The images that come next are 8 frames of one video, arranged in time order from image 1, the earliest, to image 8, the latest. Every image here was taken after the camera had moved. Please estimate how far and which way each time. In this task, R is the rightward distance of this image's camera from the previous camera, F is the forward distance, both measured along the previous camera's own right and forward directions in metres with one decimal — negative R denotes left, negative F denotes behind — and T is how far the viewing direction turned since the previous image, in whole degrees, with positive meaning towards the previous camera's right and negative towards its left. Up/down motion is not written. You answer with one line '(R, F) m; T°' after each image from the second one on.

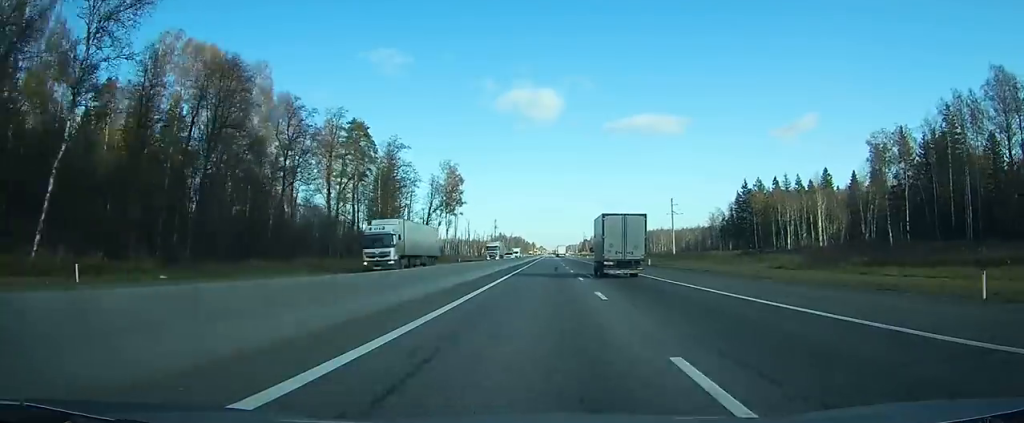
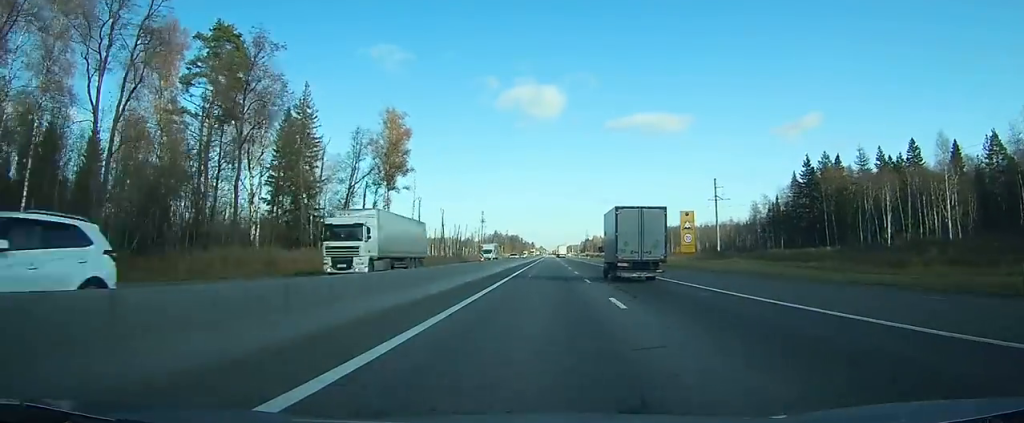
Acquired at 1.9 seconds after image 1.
(-0.2, +51.2) m; 0°
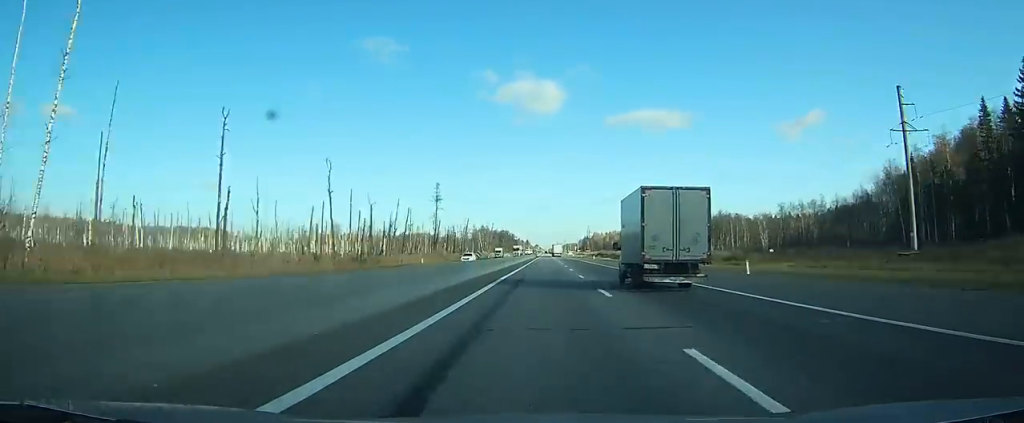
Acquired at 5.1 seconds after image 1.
(+0.2, +83.1) m; 0°
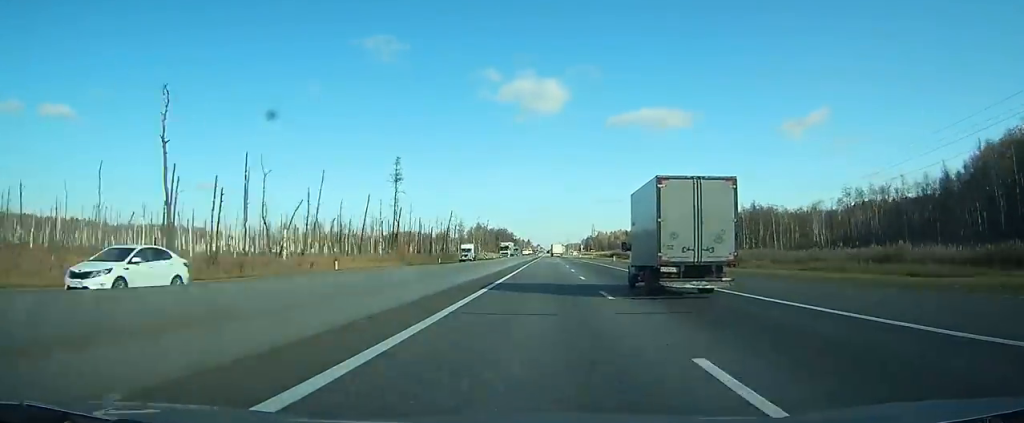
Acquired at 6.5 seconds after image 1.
(+0.1, +36.8) m; 0°
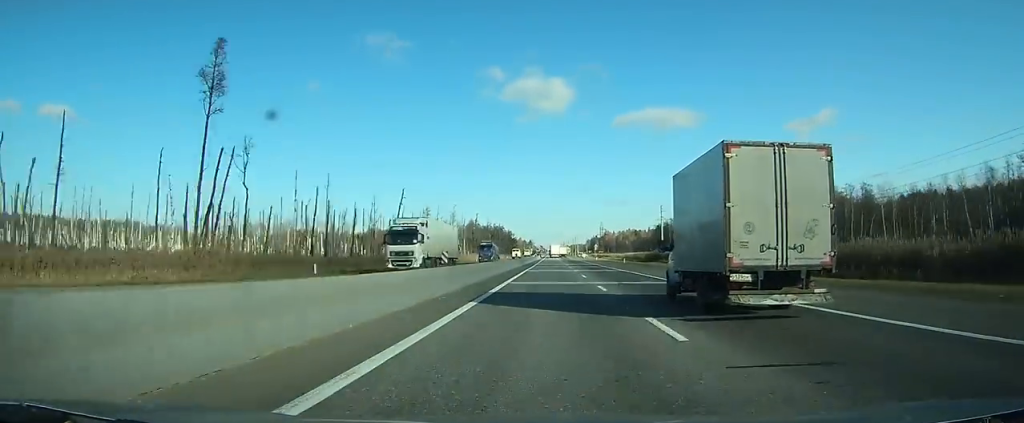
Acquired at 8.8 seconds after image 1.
(-0.2, +53.2) m; 0°
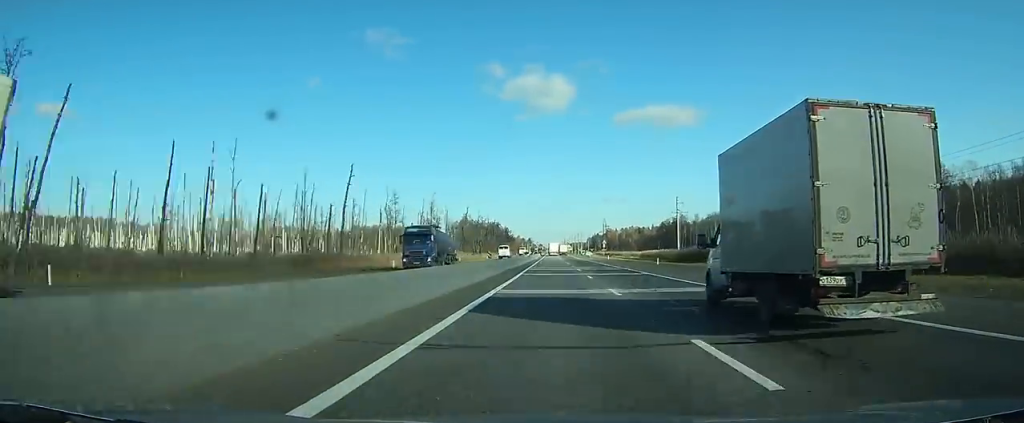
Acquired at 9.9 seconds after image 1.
(0.0, +25.6) m; 0°
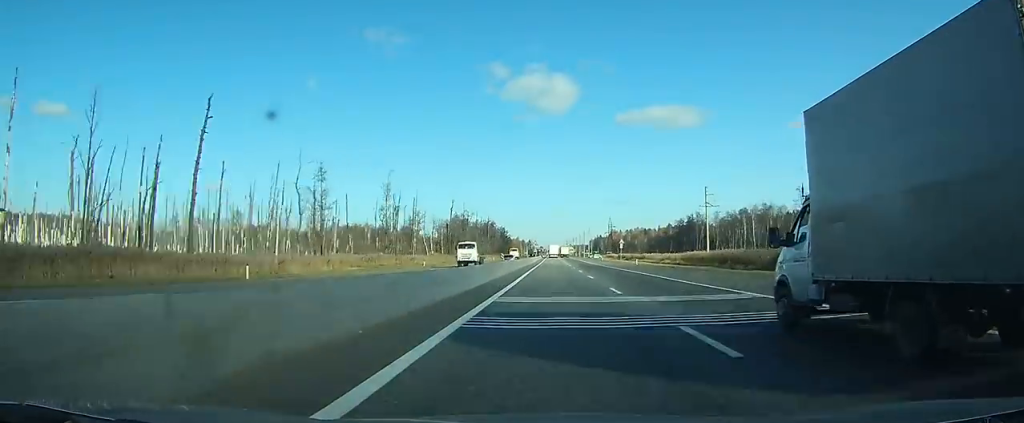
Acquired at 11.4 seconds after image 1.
(0.0, +34.0) m; 0°
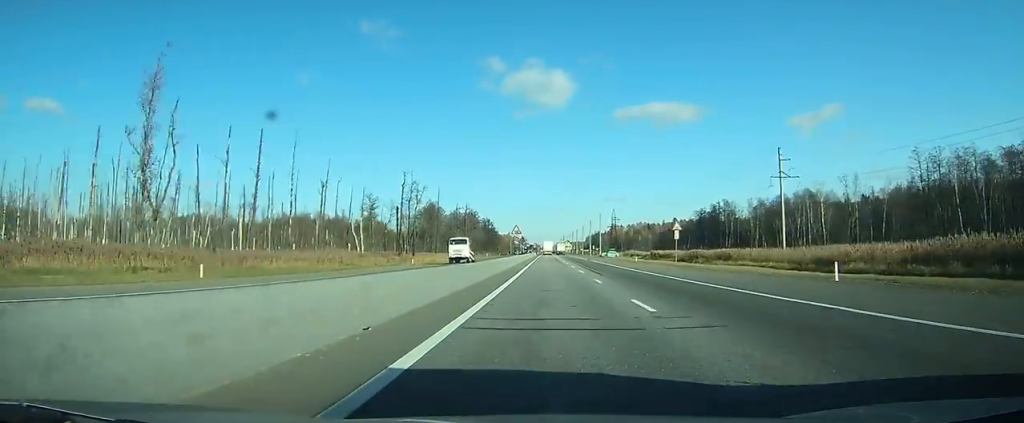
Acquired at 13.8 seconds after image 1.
(+0.1, +56.1) m; 0°
